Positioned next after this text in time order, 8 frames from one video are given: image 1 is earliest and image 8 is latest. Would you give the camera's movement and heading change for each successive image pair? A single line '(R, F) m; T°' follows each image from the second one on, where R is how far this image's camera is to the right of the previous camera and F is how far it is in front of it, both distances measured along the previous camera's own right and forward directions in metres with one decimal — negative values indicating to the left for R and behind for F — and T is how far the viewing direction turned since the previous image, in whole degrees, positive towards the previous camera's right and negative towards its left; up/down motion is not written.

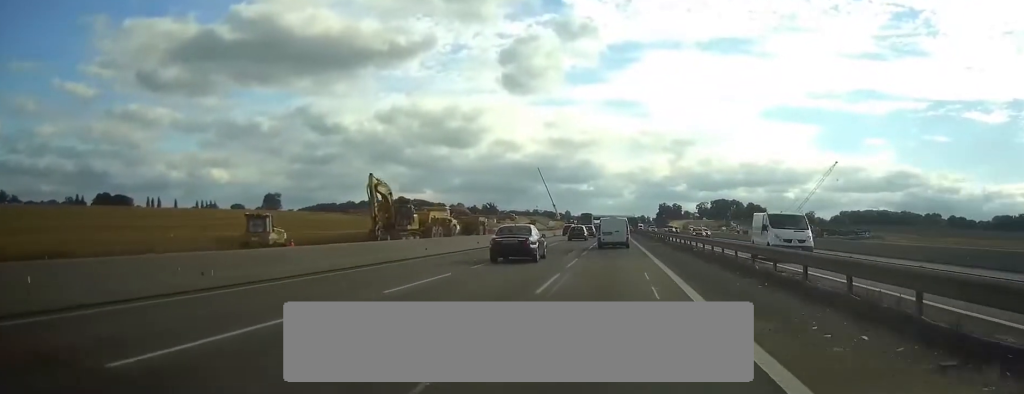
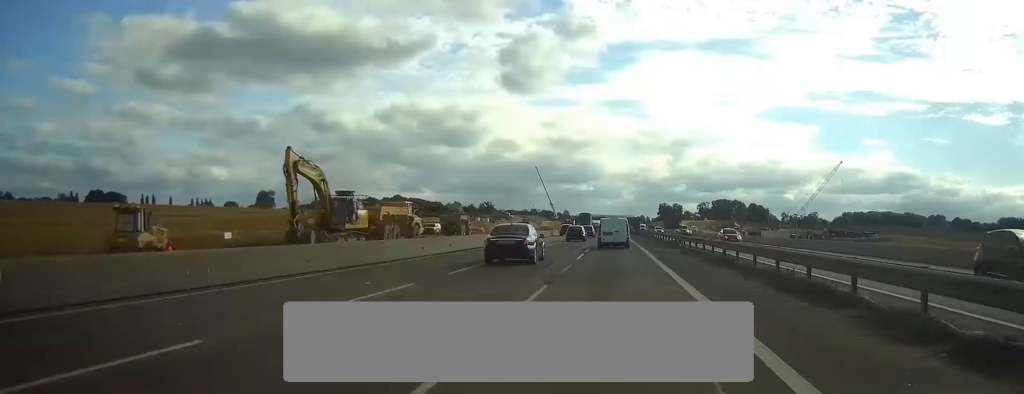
(0.0, +12.7) m; 0°
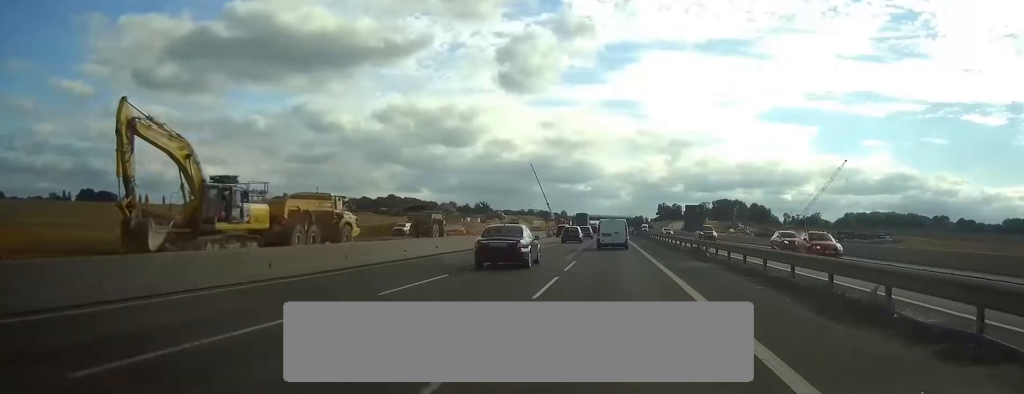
(-0.1, +14.5) m; 0°
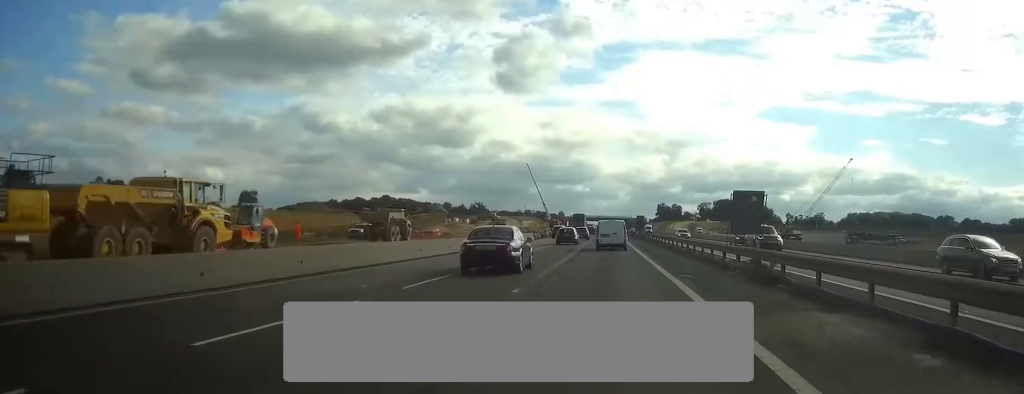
(+0.1, +15.5) m; 0°
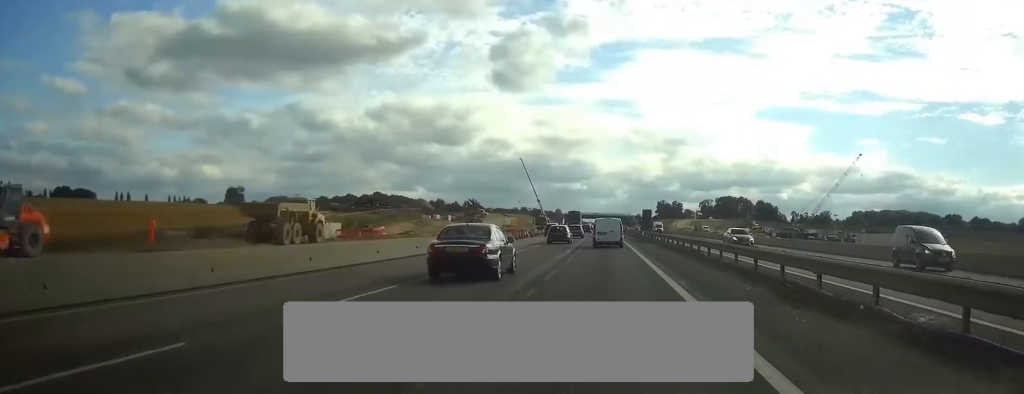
(0.0, +23.2) m; 0°
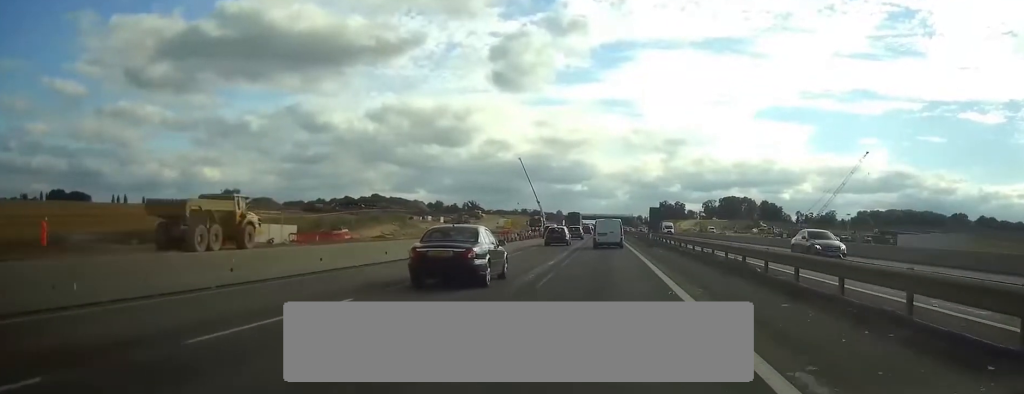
(0.0, +11.2) m; 0°
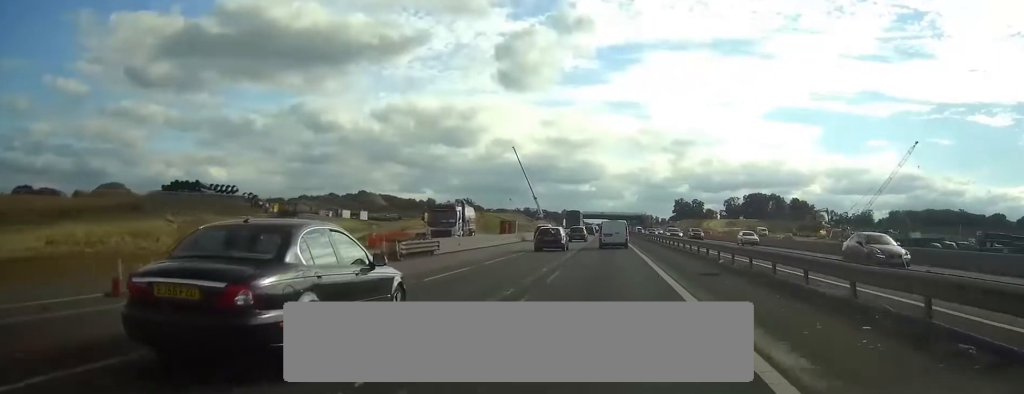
(-0.4, +68.6) m; -1°
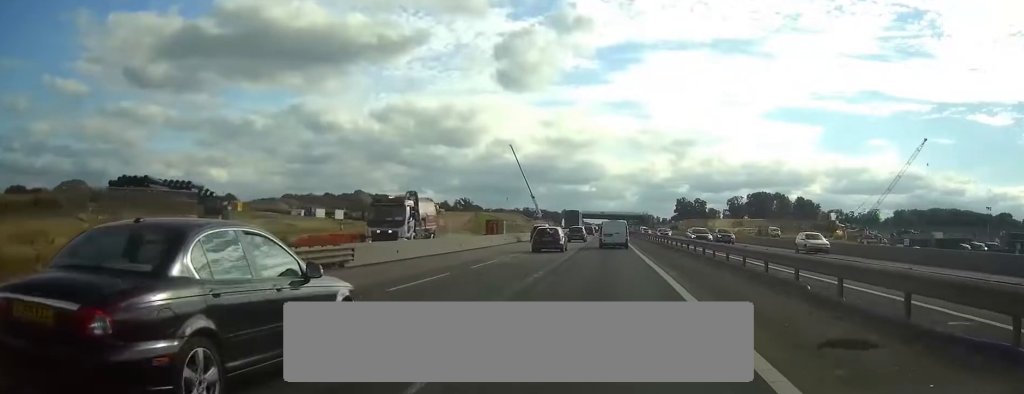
(0.0, +12.2) m; 0°
